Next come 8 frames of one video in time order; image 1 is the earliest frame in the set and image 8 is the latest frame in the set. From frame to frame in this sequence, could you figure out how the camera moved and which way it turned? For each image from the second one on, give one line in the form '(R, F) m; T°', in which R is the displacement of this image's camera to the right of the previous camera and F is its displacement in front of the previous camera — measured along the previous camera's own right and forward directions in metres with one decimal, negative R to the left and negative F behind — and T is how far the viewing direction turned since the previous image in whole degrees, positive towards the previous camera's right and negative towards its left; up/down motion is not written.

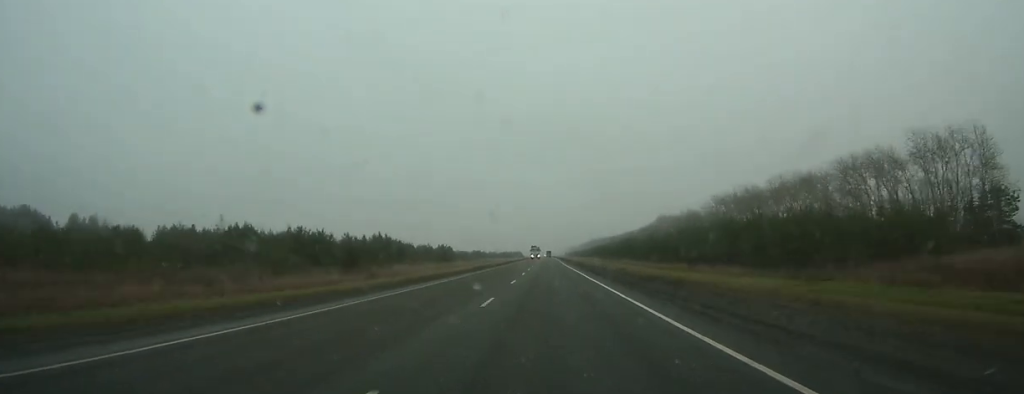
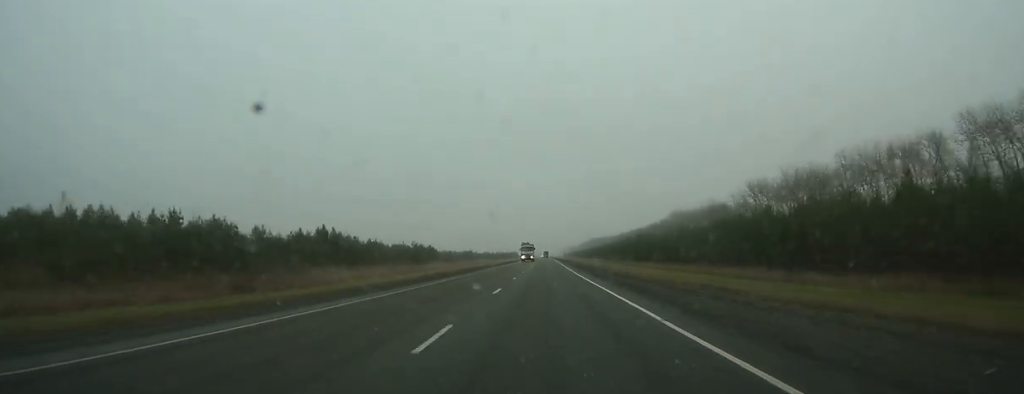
(0.0, +31.1) m; 0°
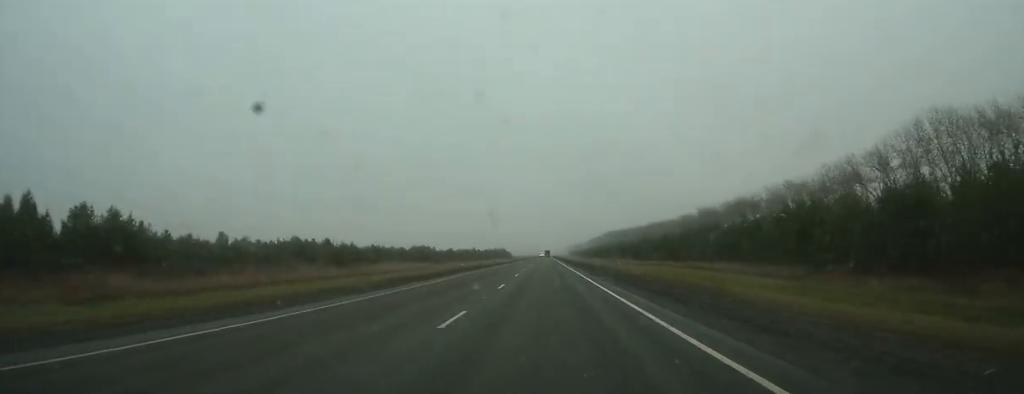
(-0.1, +141.2) m; 0°
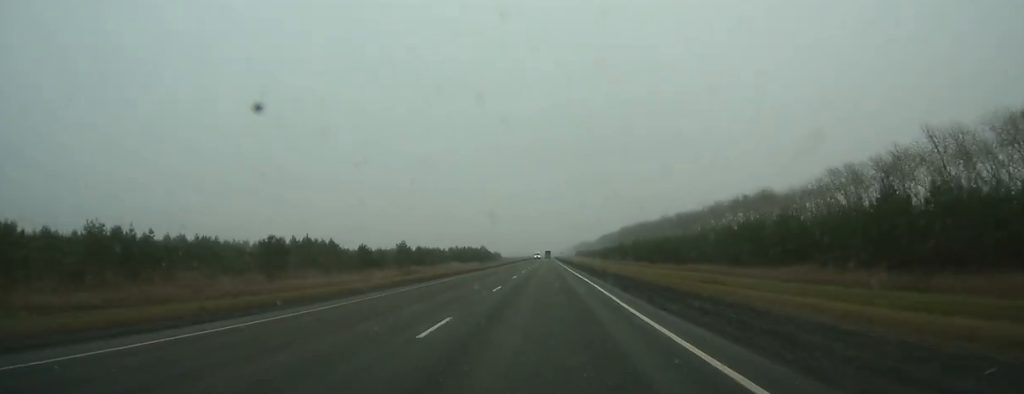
(+0.6, +109.8) m; 0°
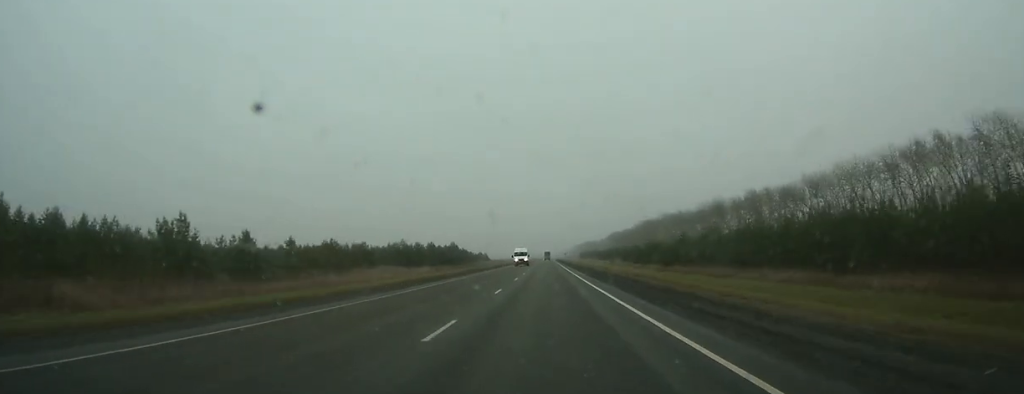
(-0.4, +72.6) m; 0°
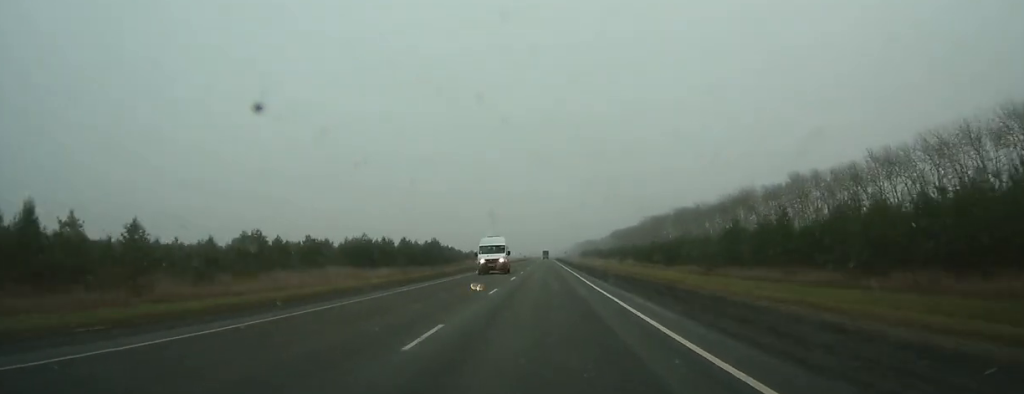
(-0.1, +24.9) m; 0°
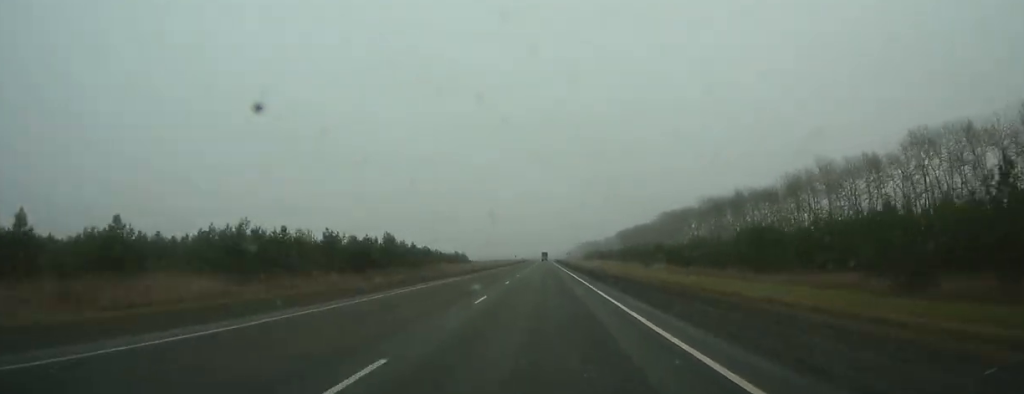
(+0.2, +39.6) m; 0°
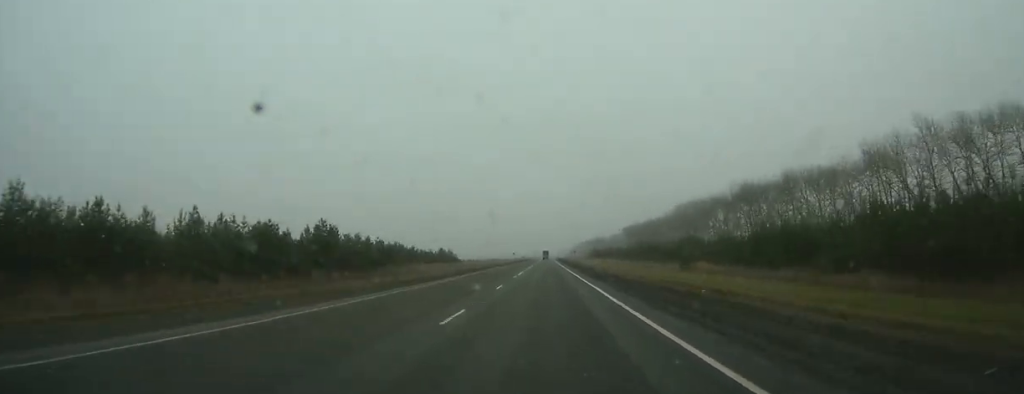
(0.0, +29.2) m; 0°
